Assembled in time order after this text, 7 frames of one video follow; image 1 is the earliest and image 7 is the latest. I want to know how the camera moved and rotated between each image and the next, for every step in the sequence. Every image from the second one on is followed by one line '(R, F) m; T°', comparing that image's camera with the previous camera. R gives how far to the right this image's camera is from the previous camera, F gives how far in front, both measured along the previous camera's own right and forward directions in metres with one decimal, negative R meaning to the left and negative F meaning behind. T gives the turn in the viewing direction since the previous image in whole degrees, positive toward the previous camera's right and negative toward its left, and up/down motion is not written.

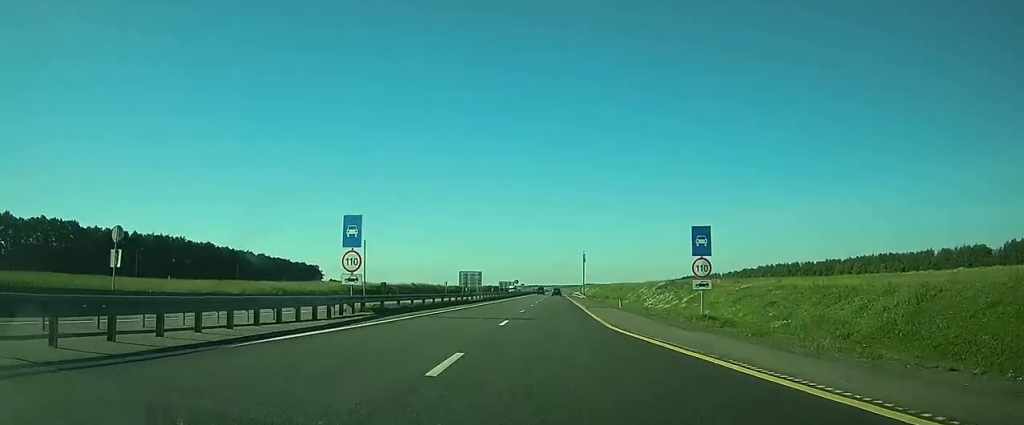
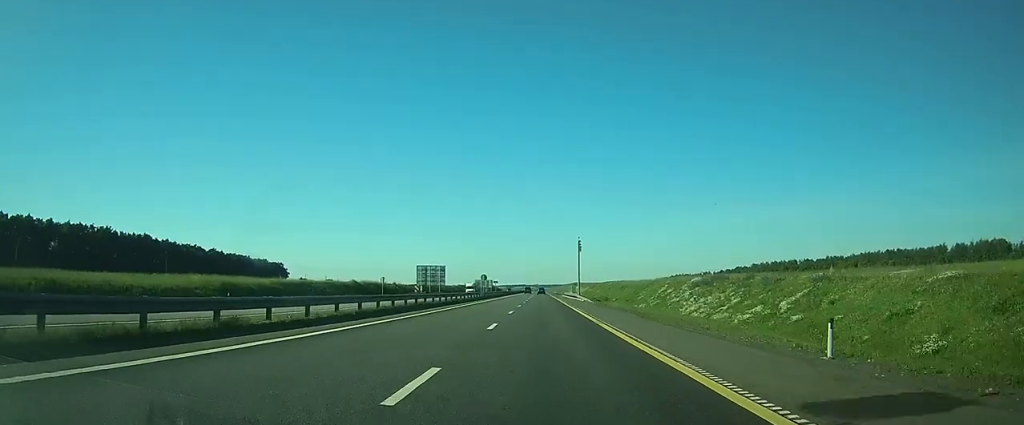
(+1.0, +39.1) m; +2°
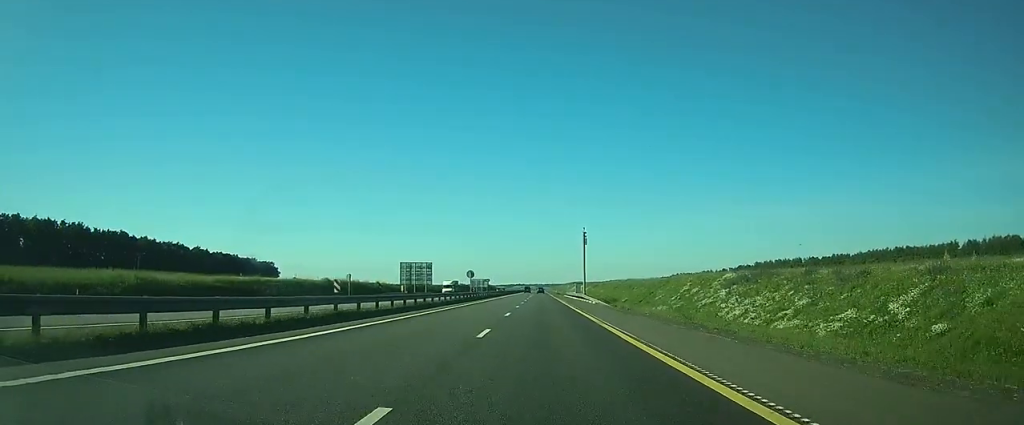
(0.0, +15.4) m; 0°
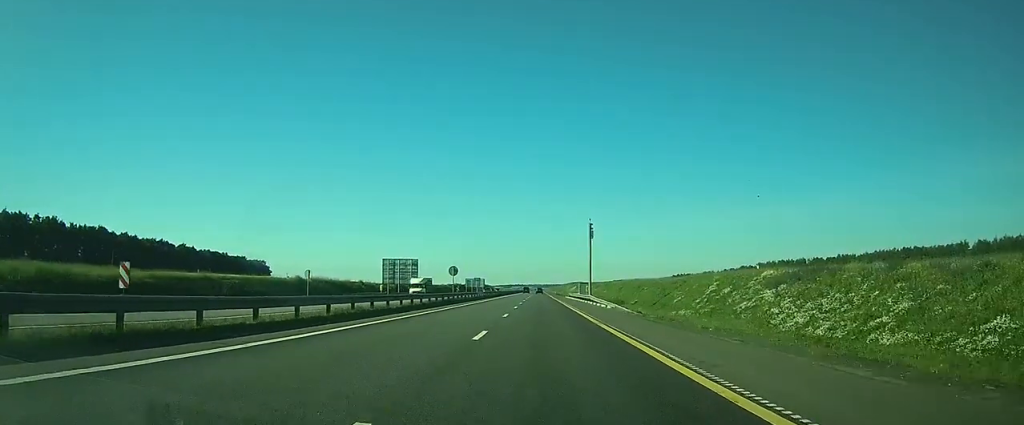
(0.0, +12.9) m; 0°
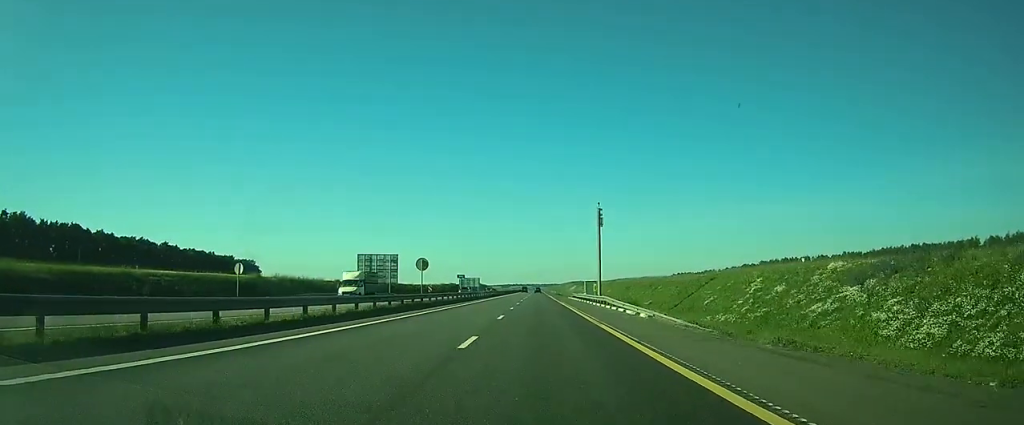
(0.0, +14.2) m; 0°
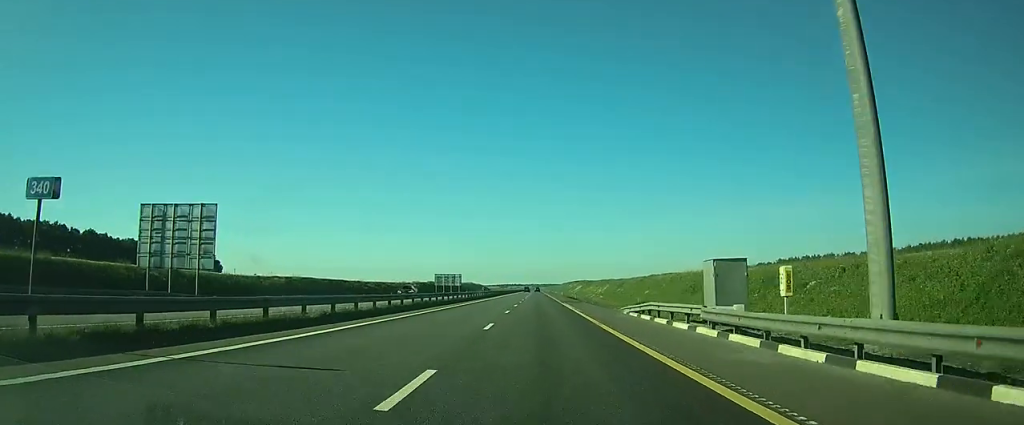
(+0.1, +54.4) m; 0°
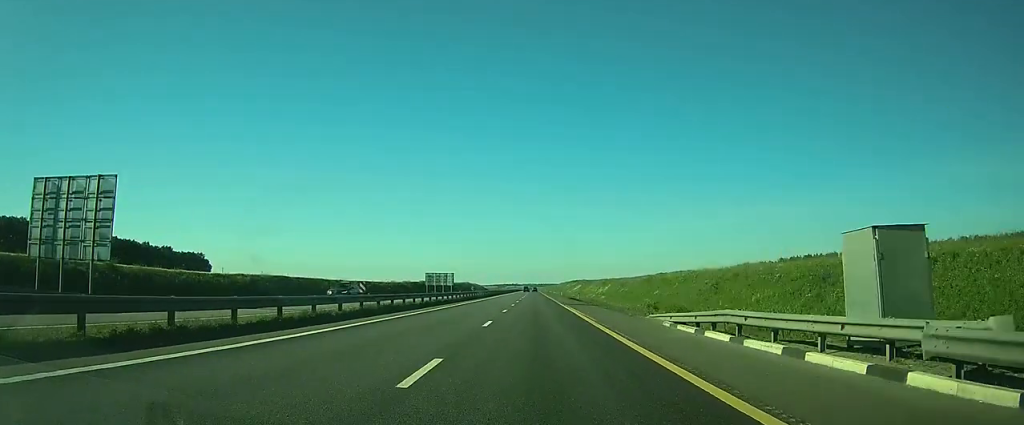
(0.0, +10.6) m; 0°
